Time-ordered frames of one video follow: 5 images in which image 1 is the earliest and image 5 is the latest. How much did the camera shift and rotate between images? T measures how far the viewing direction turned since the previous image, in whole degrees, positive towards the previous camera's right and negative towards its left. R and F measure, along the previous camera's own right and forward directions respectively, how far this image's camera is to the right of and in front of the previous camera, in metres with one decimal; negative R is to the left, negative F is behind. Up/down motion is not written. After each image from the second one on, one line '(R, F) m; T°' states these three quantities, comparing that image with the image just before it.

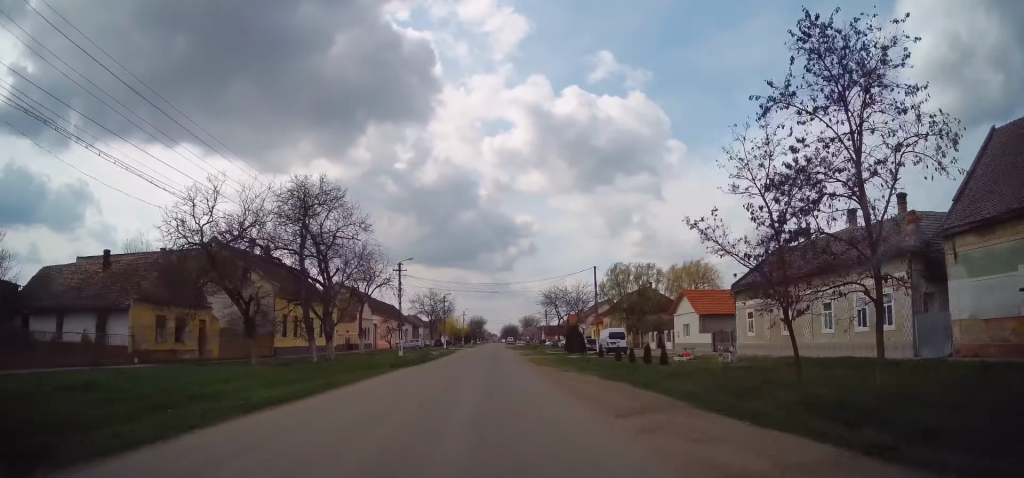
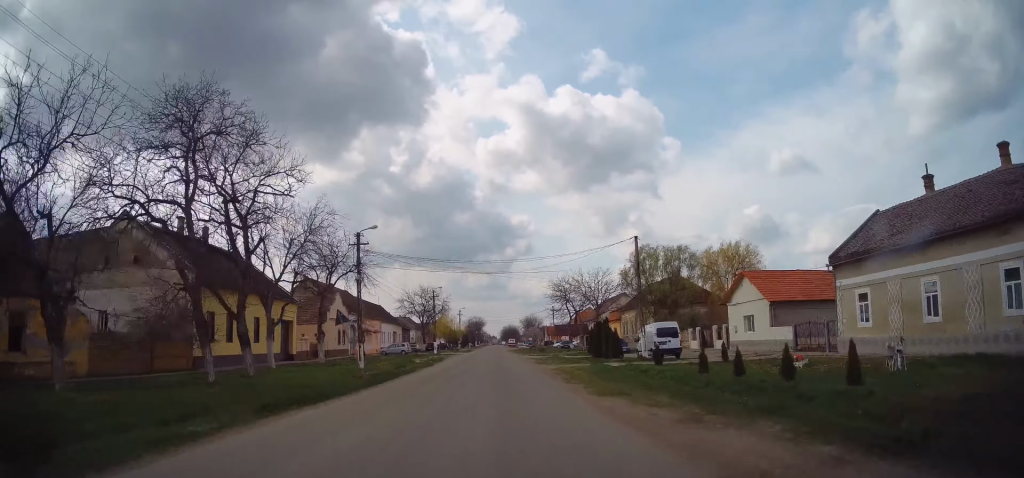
(+0.4, +13.8) m; +3°
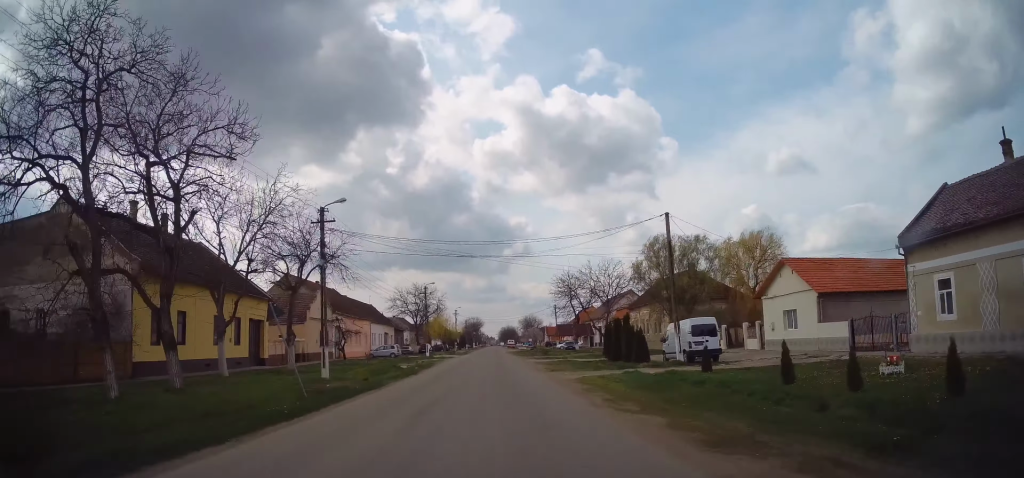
(+0.1, +6.6) m; +1°
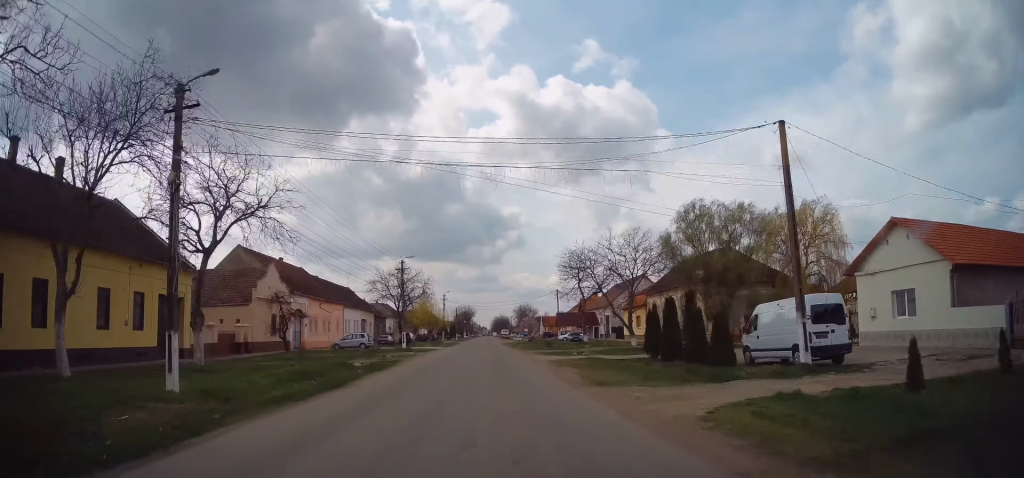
(+0.1, +11.9) m; +1°
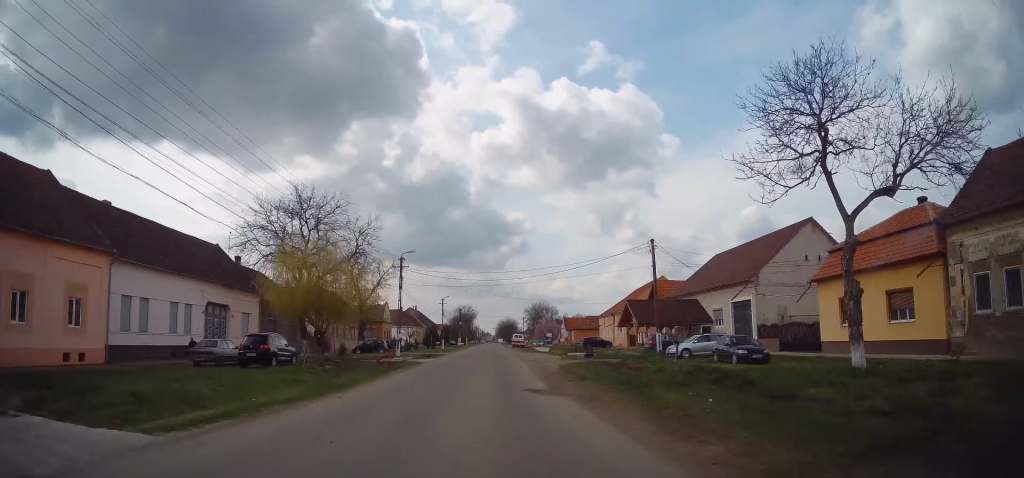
(-0.3, +47.8) m; -2°
